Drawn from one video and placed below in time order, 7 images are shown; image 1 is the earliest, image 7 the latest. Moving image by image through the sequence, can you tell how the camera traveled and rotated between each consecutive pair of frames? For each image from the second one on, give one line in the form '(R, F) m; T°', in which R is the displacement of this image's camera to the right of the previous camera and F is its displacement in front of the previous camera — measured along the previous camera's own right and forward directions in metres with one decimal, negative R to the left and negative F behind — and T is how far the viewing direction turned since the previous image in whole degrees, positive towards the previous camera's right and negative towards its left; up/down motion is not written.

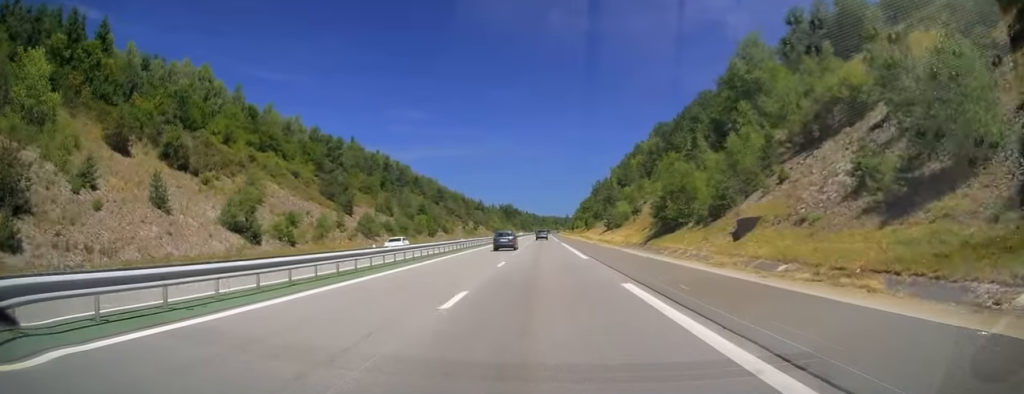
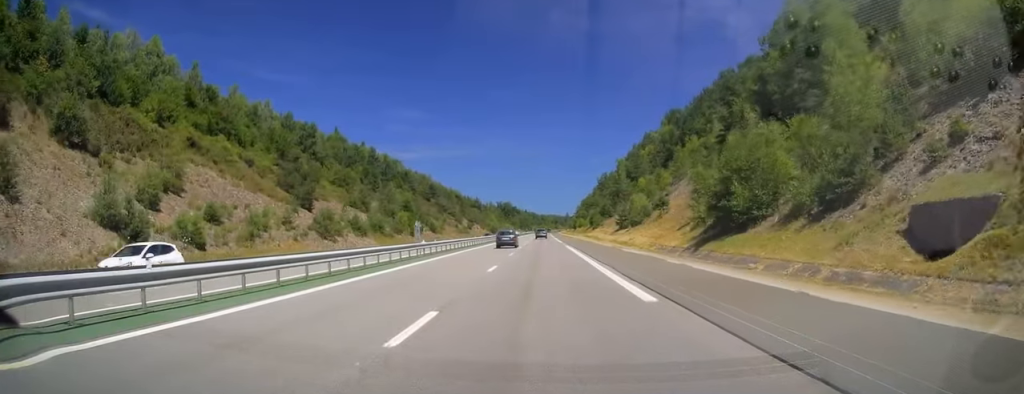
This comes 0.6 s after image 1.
(0.0, +16.7) m; 0°
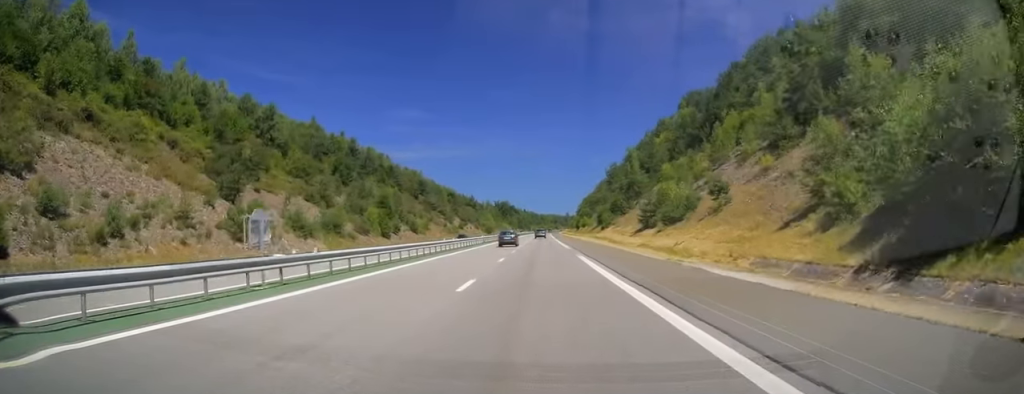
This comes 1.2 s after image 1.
(+0.1, +19.6) m; 0°
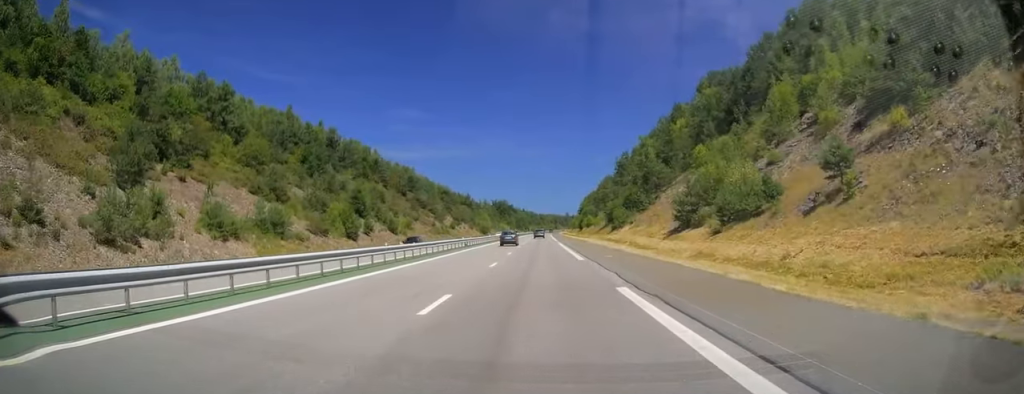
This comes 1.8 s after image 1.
(-0.2, +16.7) m; 0°
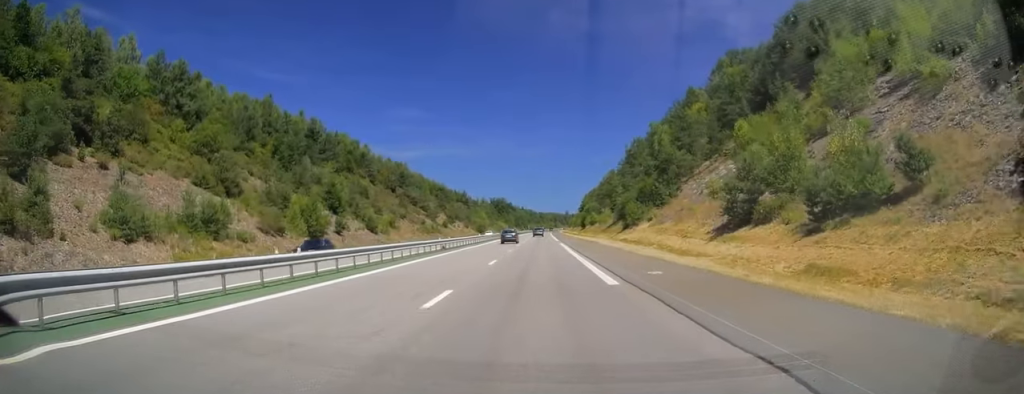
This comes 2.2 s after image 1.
(-0.2, +12.3) m; 0°
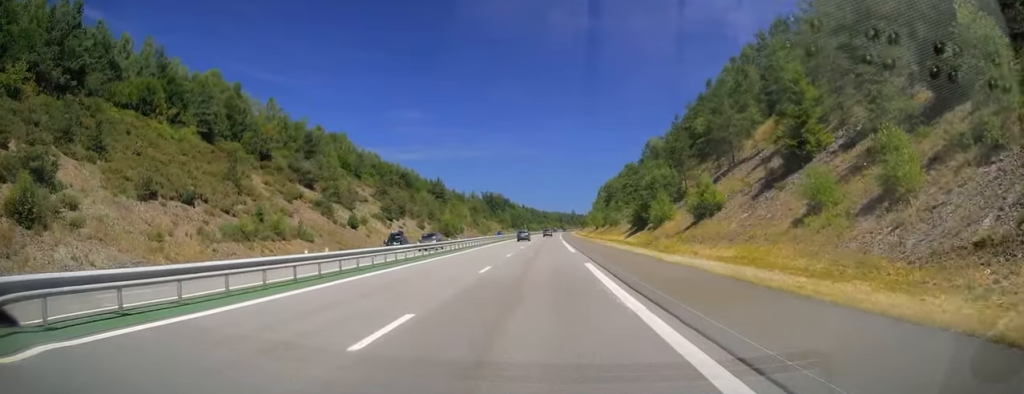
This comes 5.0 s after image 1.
(-0.1, +81.8) m; 0°
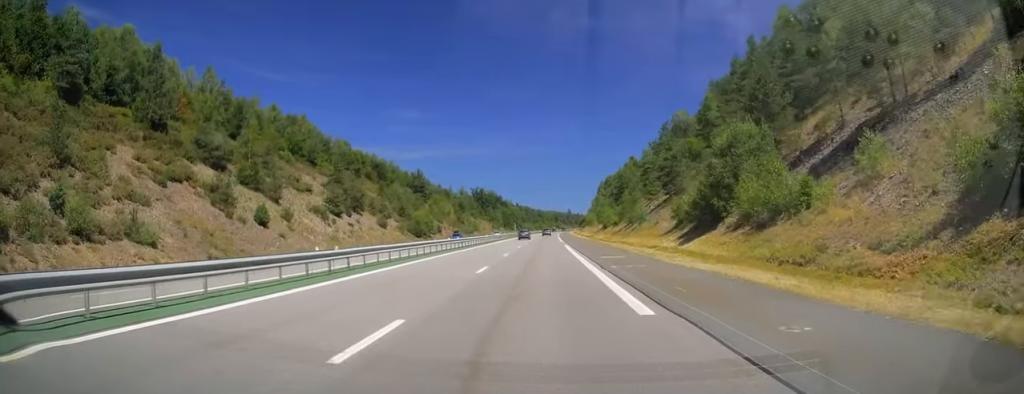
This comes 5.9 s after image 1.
(+0.1, +26.9) m; +1°
